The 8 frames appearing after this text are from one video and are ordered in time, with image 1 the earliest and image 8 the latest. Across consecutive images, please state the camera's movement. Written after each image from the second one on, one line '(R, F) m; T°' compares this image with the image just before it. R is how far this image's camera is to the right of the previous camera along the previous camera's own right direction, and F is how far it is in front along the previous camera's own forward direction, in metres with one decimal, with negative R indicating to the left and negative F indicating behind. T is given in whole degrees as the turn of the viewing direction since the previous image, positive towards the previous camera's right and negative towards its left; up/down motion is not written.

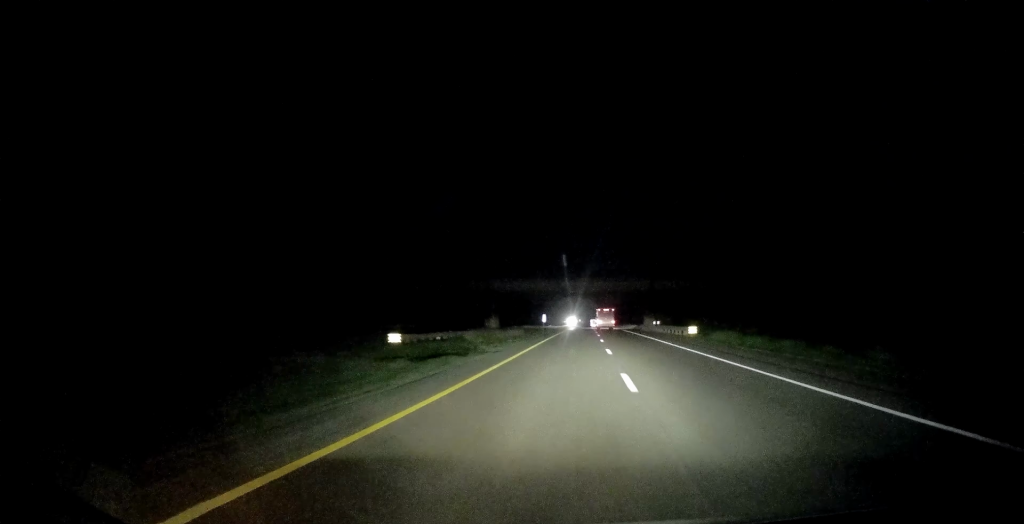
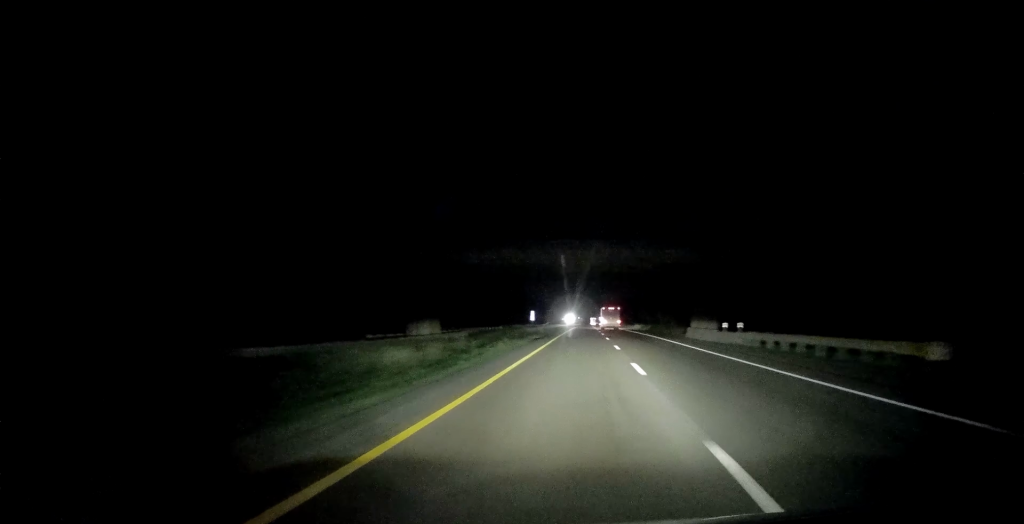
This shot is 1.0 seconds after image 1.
(-0.2, +33.1) m; -1°
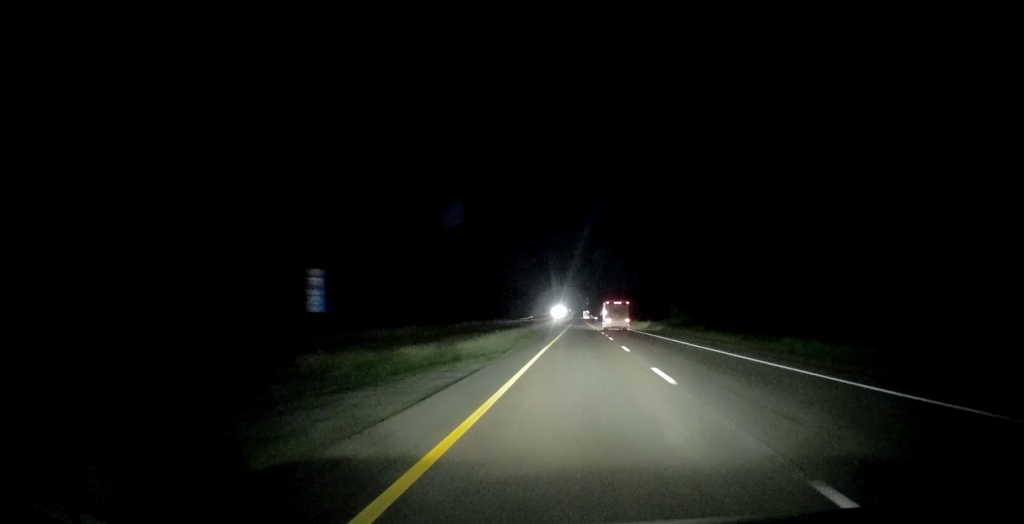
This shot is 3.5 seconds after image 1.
(+1.4, +87.0) m; +1°
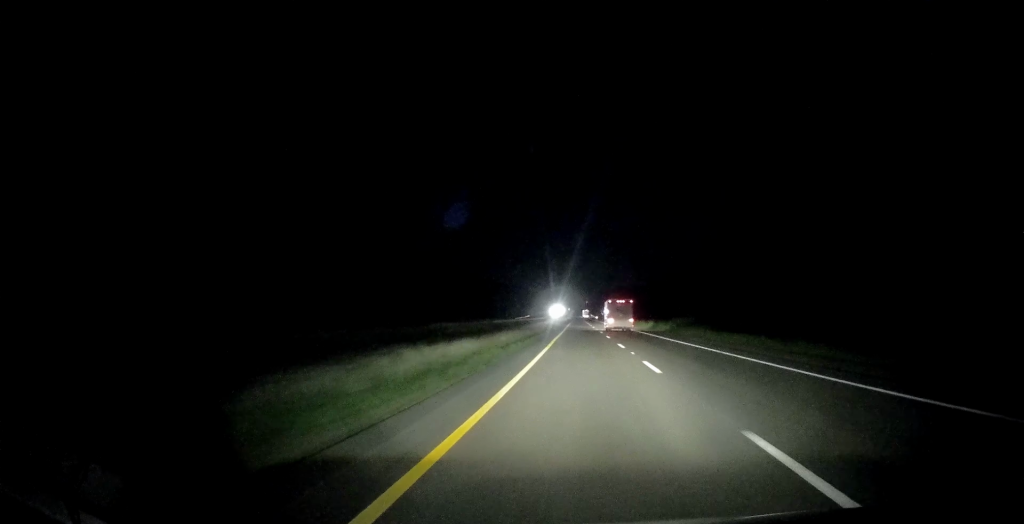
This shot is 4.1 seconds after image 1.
(-0.3, +21.8) m; -1°
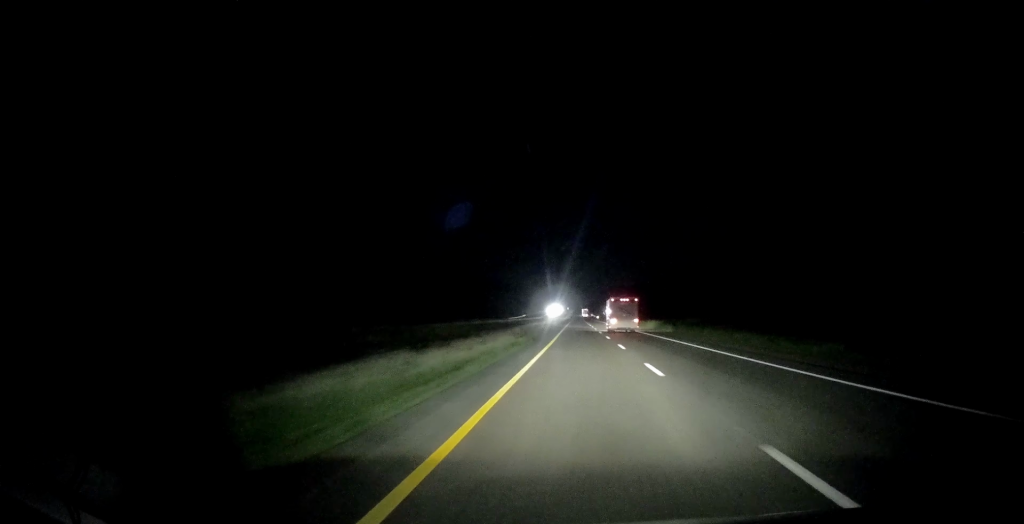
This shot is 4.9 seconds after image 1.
(-0.2, +25.2) m; 0°
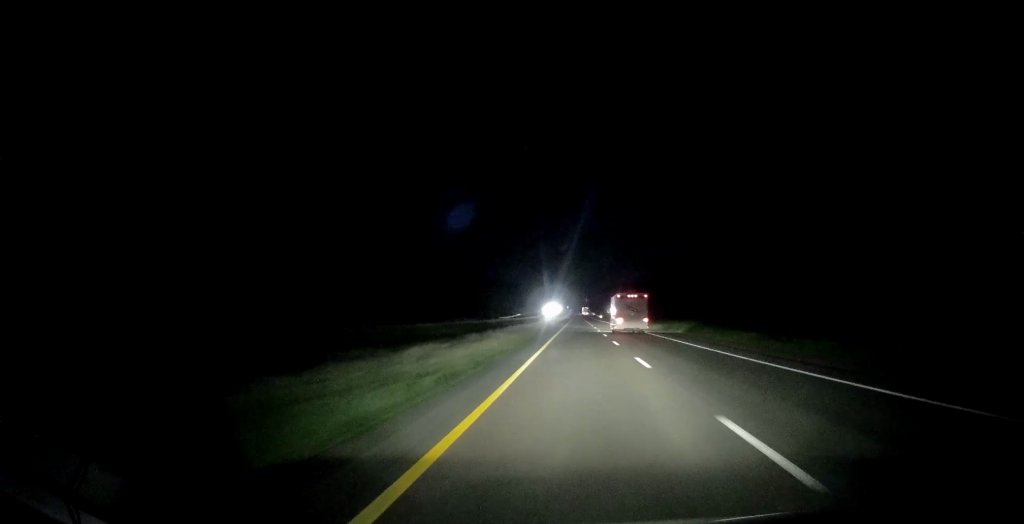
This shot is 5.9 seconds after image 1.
(+0.1, +34.4) m; +1°
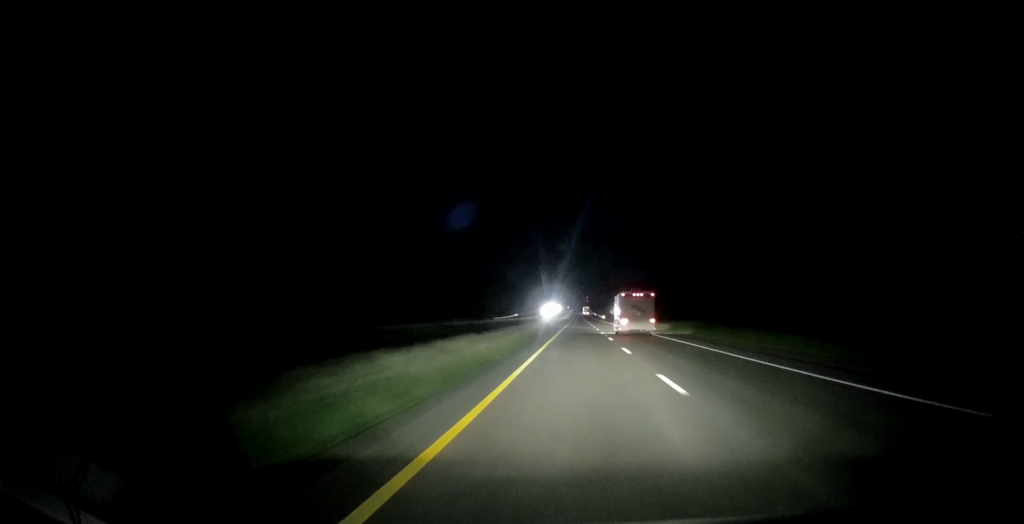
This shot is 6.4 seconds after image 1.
(+0.2, +18.3) m; +1°
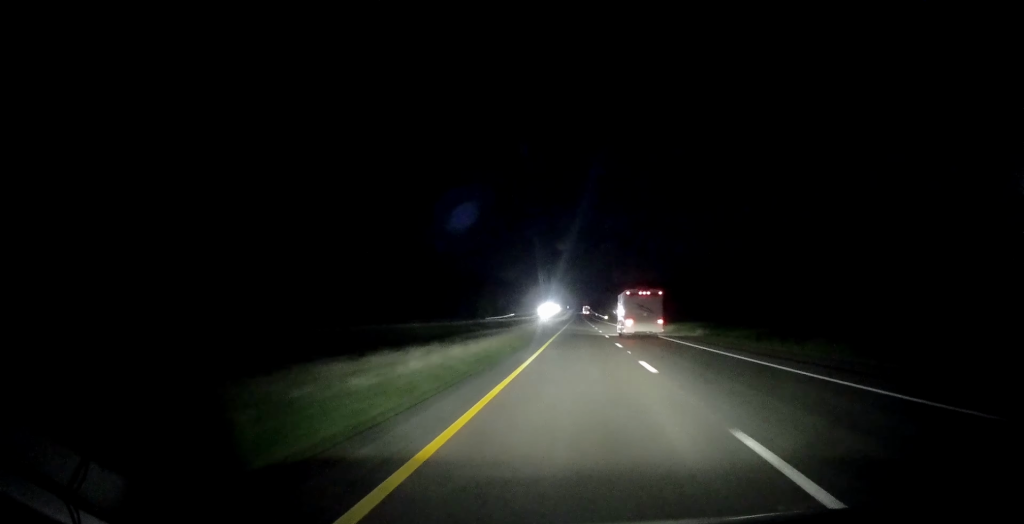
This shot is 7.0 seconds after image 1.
(0.0, +19.5) m; 0°
